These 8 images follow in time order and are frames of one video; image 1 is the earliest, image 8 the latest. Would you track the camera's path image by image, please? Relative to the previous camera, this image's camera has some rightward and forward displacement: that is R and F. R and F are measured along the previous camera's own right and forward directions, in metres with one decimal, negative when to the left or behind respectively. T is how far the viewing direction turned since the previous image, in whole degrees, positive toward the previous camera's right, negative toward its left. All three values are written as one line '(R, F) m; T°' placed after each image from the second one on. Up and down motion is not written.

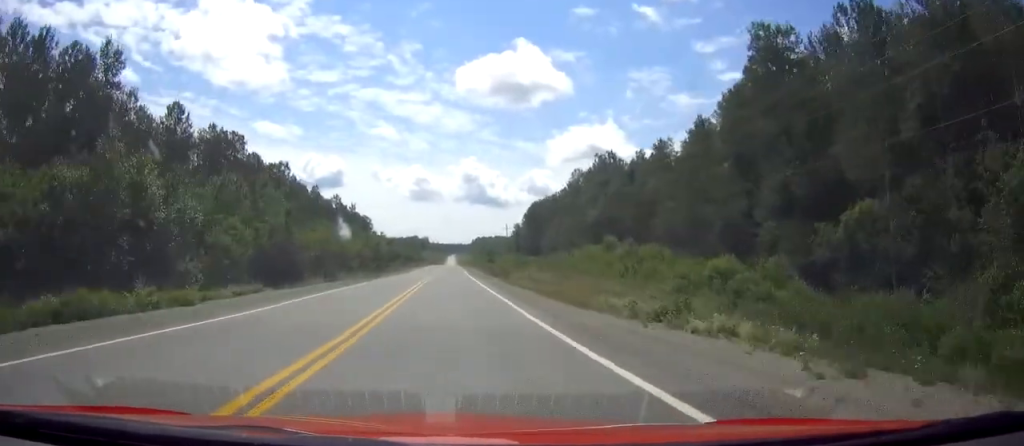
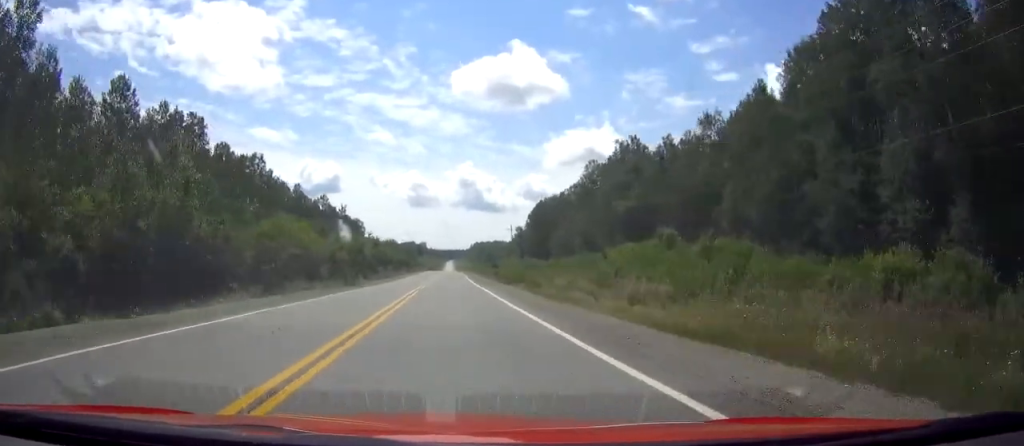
(0.0, +18.4) m; 0°
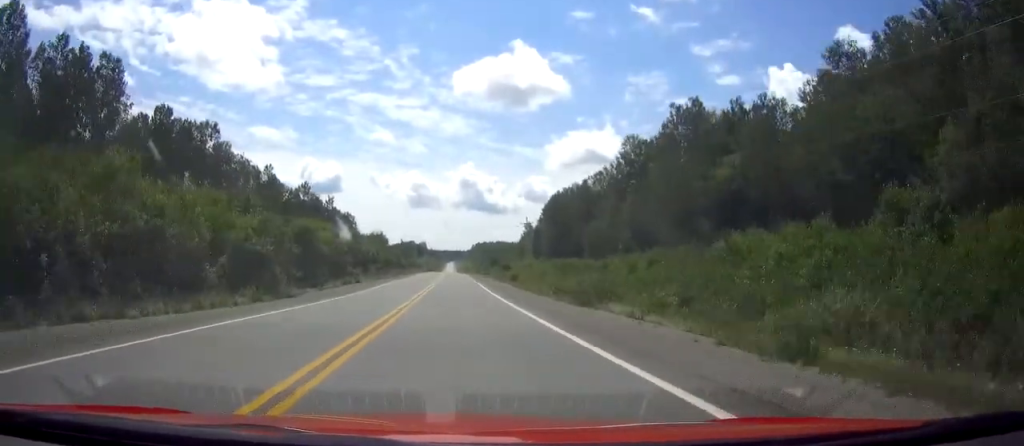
(0.0, +27.7) m; 0°
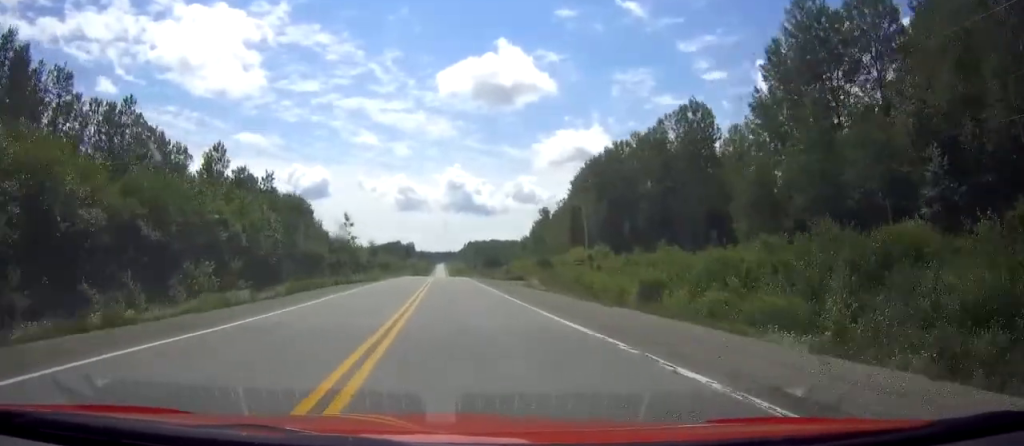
(+0.2, +59.0) m; +1°
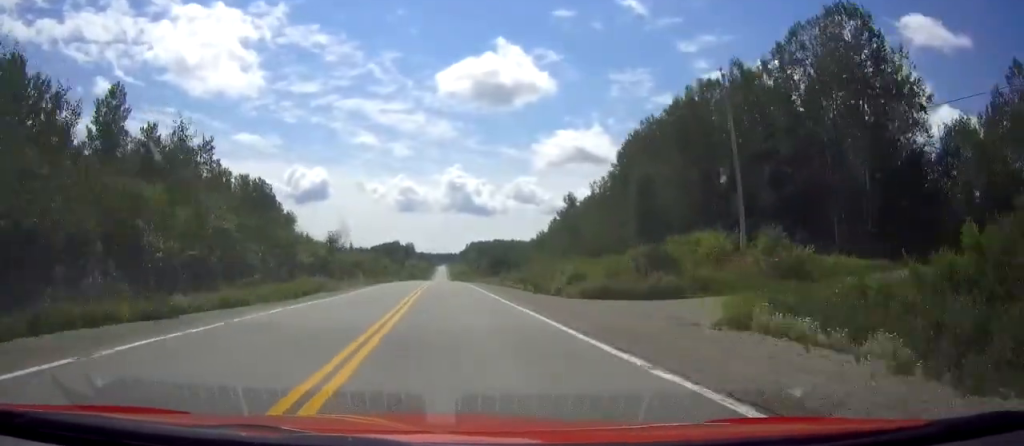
(+0.2, +37.6) m; 0°
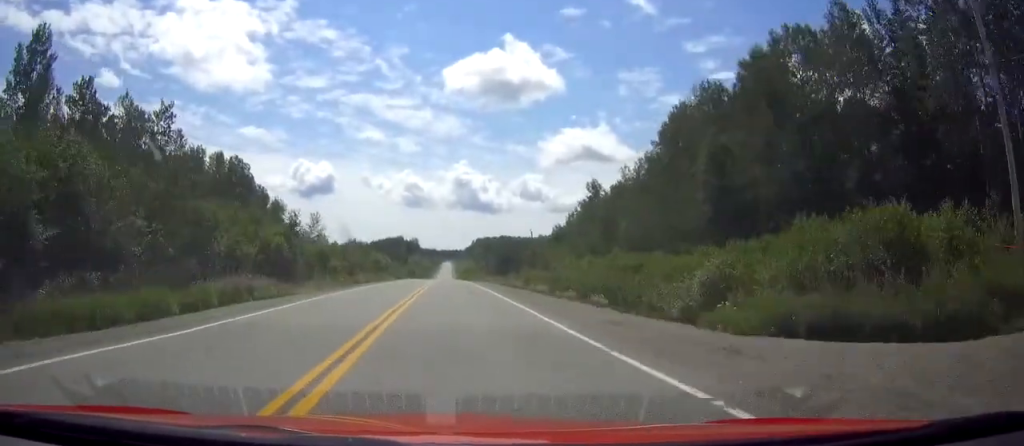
(+0.1, +18.8) m; 0°
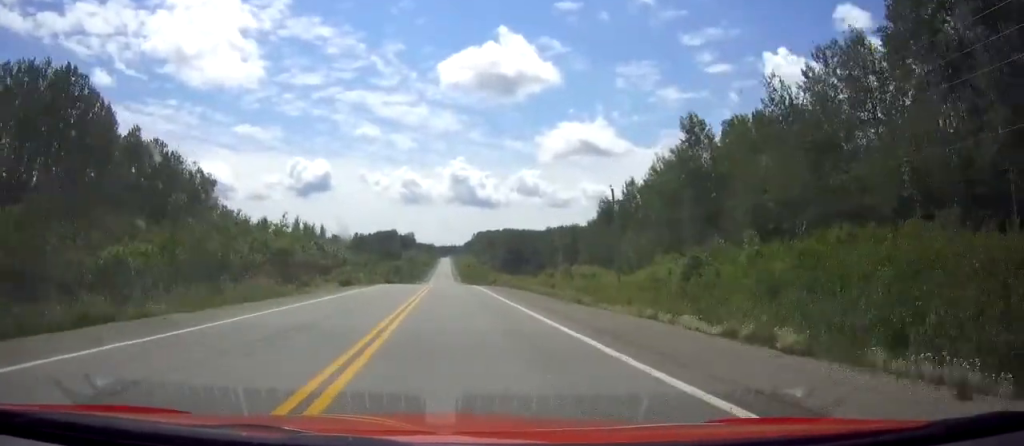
(-0.2, +54.1) m; 0°
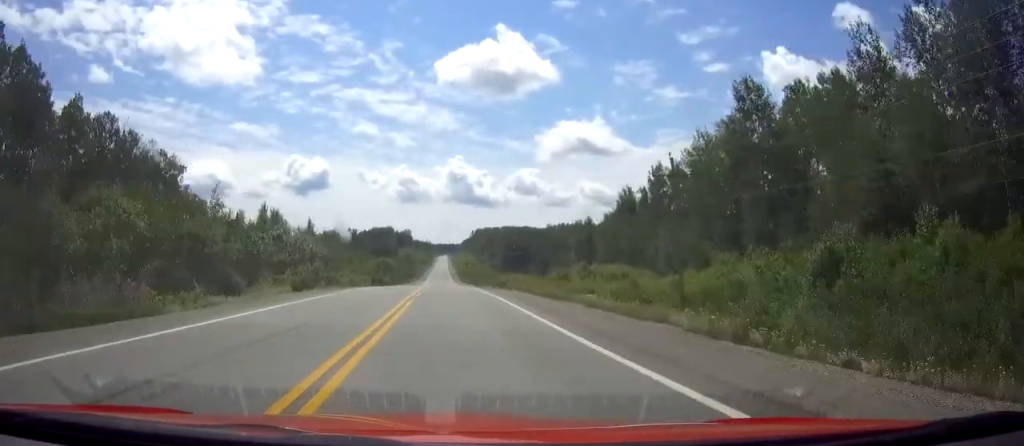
(0.0, +15.6) m; 0°
